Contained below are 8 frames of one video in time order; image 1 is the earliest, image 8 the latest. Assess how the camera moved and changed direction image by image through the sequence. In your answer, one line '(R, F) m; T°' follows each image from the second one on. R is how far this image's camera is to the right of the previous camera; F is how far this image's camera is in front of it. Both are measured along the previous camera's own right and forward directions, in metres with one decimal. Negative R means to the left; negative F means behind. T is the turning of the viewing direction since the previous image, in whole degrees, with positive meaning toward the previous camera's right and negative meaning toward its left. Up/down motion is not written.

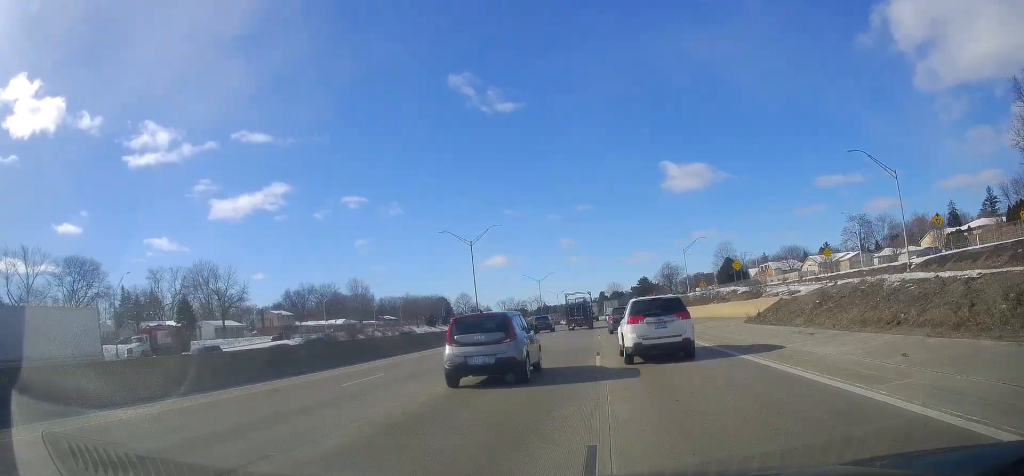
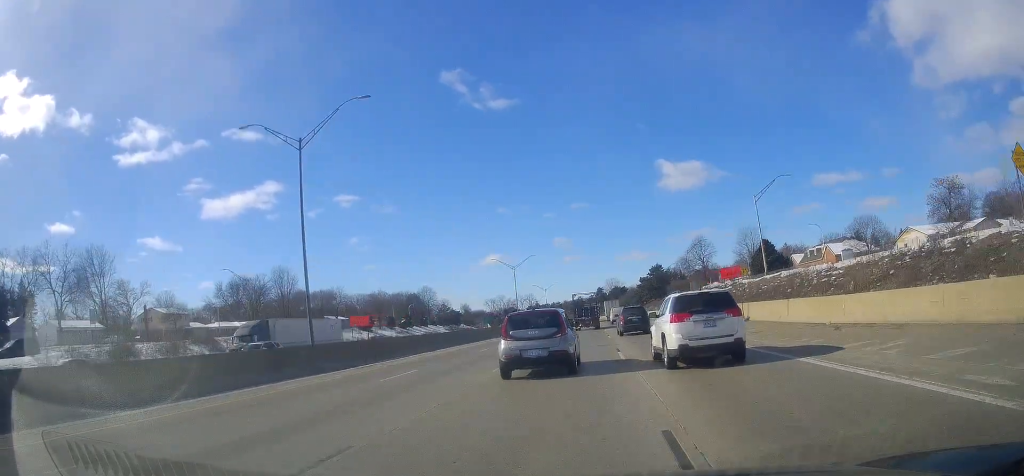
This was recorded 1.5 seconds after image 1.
(+0.8, +46.1) m; +1°
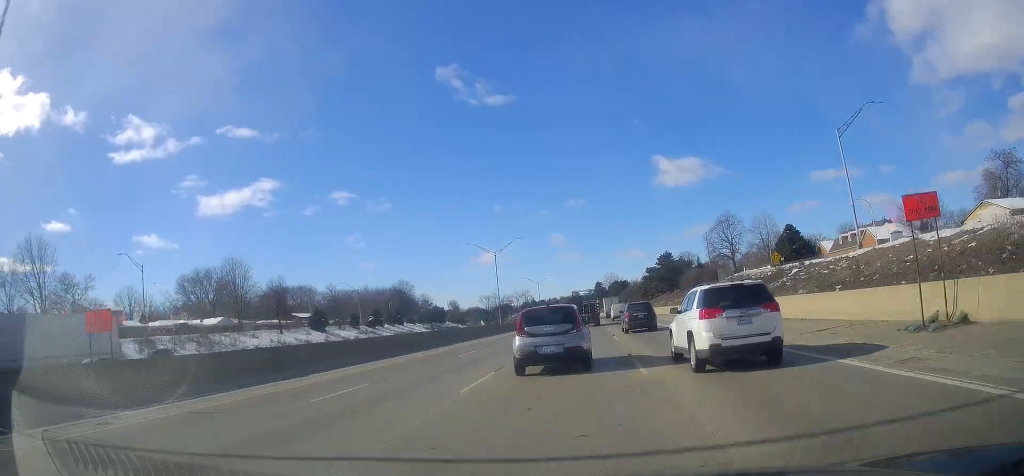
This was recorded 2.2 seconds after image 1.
(0.0, +20.3) m; 0°
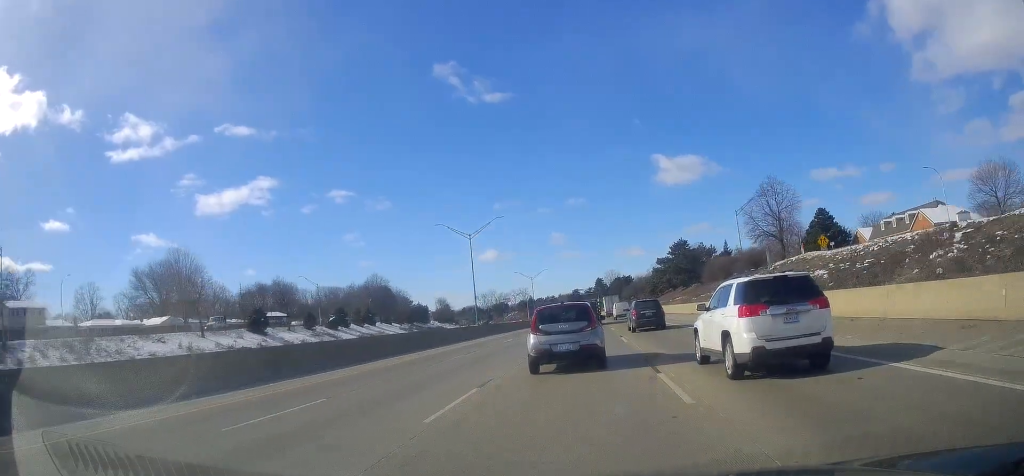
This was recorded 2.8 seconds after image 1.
(0.0, +19.1) m; 0°
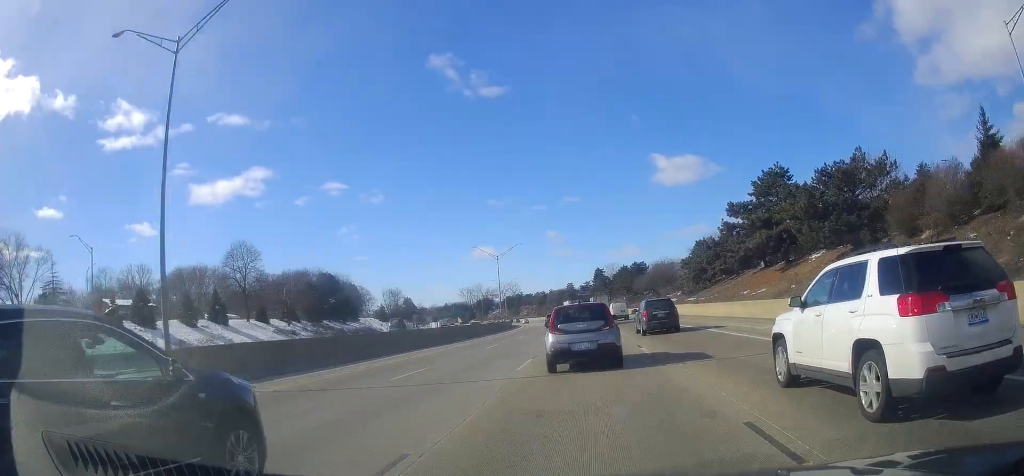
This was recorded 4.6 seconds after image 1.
(0.0, +53.6) m; 0°
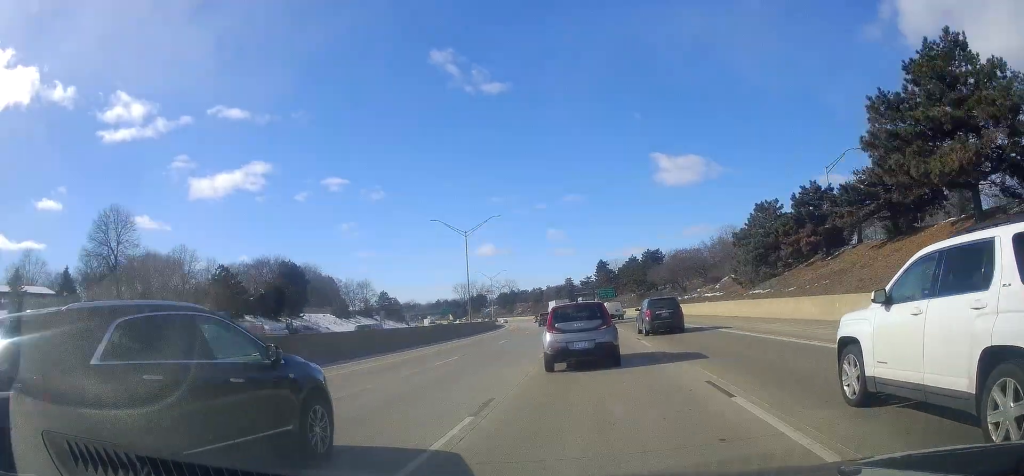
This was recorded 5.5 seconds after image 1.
(0.0, +26.6) m; -1°
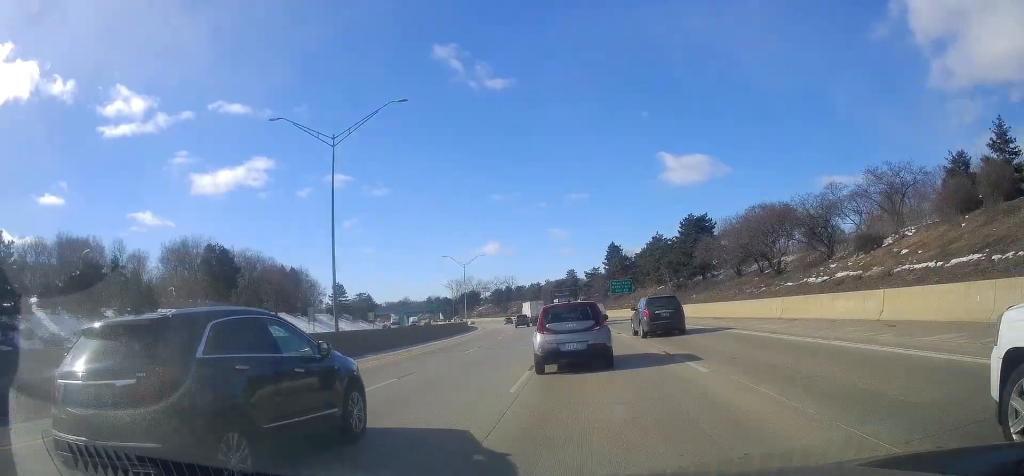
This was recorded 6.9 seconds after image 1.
(-1.0, +39.3) m; -2°
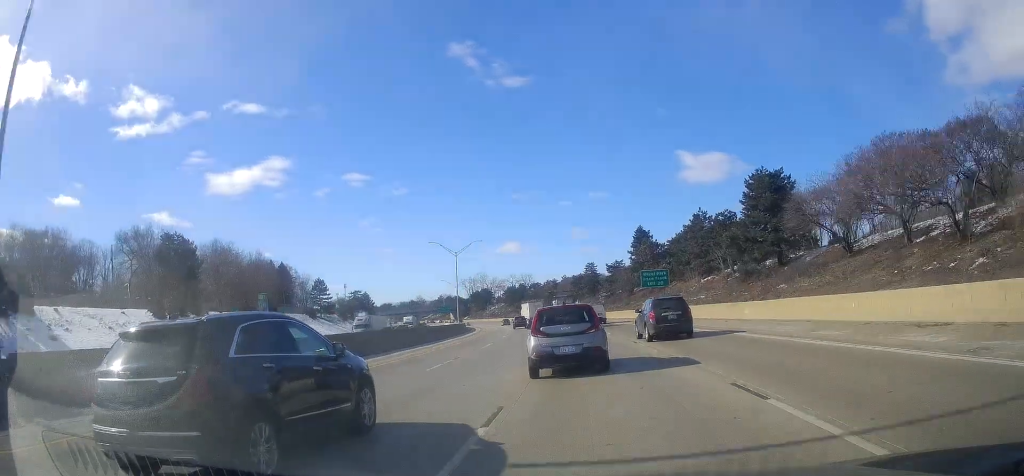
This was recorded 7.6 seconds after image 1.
(-0.1, +22.6) m; -1°
